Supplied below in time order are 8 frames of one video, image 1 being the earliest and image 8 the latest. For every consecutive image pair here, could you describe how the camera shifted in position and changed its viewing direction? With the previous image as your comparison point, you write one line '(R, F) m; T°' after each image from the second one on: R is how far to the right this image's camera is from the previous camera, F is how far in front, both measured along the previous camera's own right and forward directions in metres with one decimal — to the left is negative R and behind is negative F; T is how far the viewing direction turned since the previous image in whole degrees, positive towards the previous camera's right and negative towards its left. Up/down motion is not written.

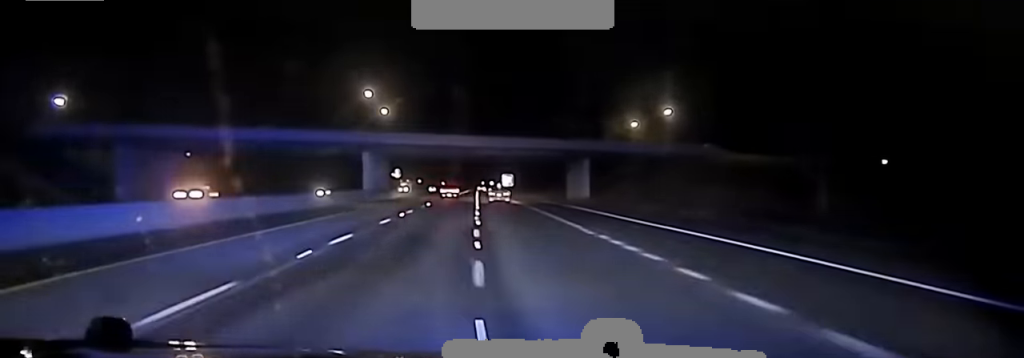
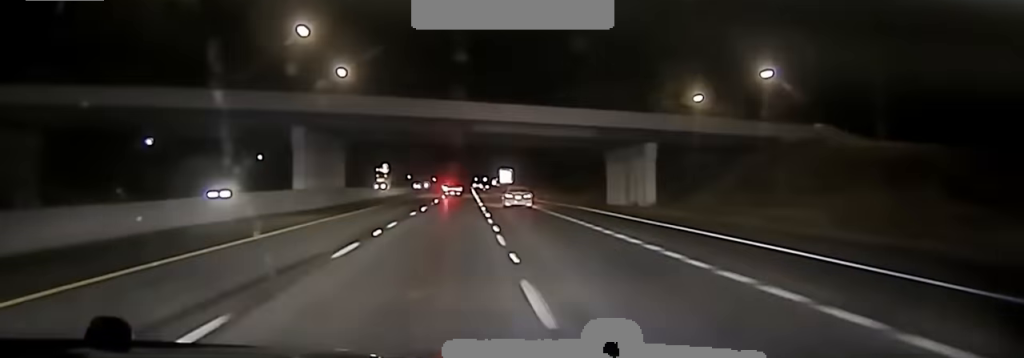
(0.0, +33.7) m; 0°
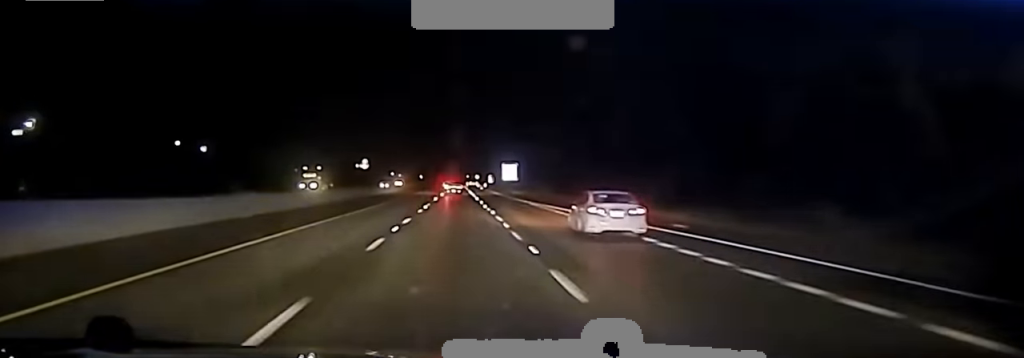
(0.0, +70.3) m; +1°
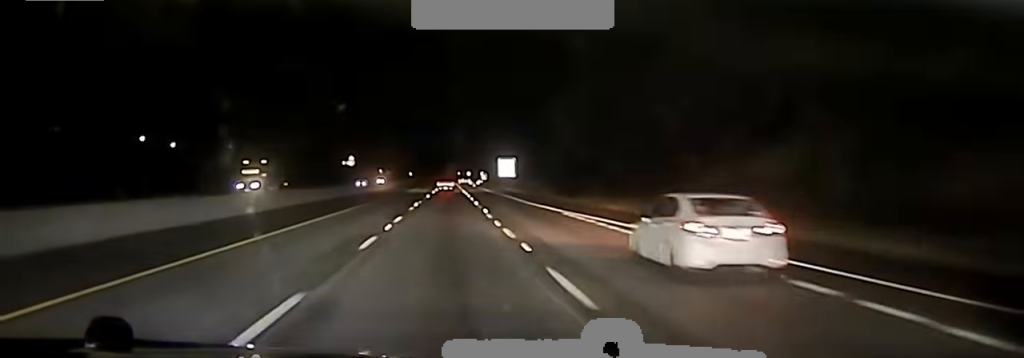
(+0.1, +24.3) m; +1°
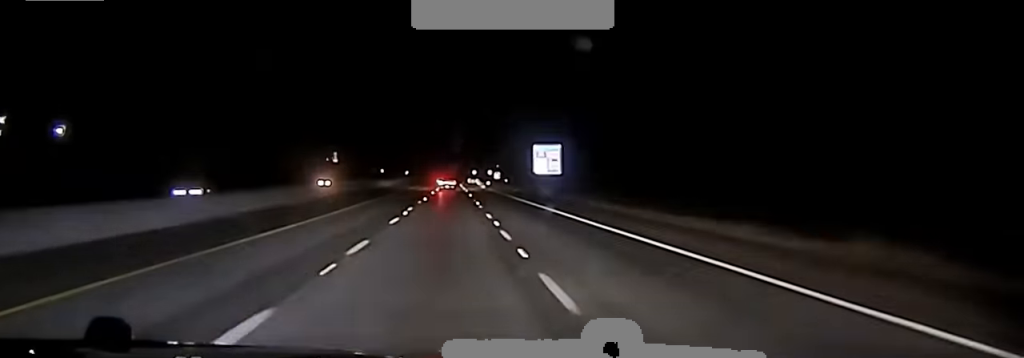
(+1.1, +86.5) m; +1°
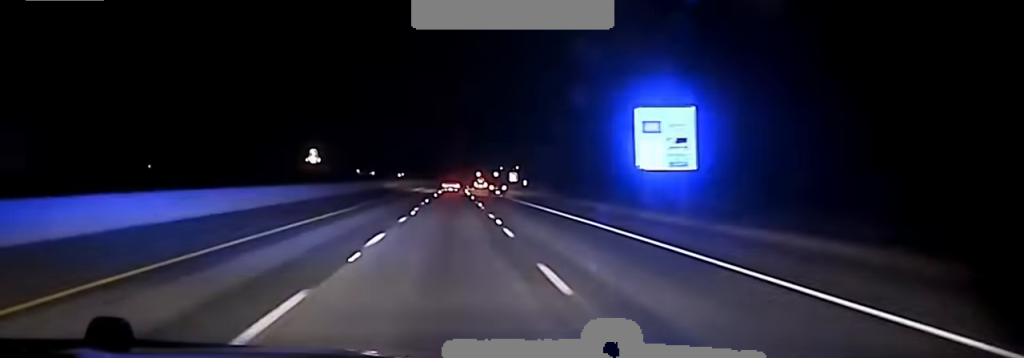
(+0.1, +69.1) m; 0°
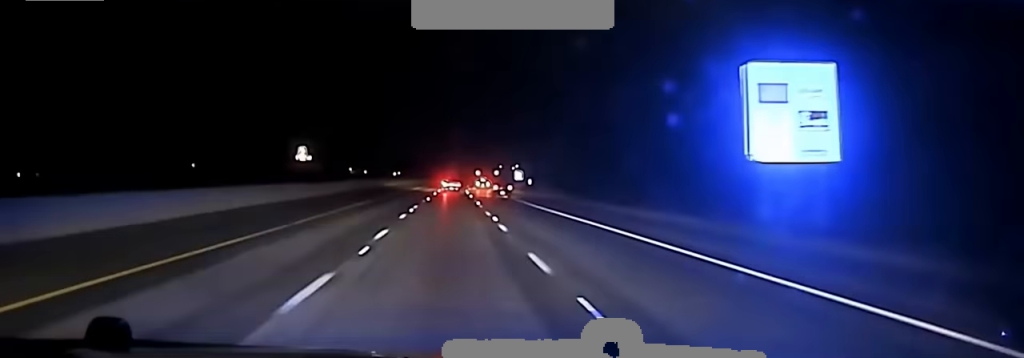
(+0.3, +23.2) m; 0°
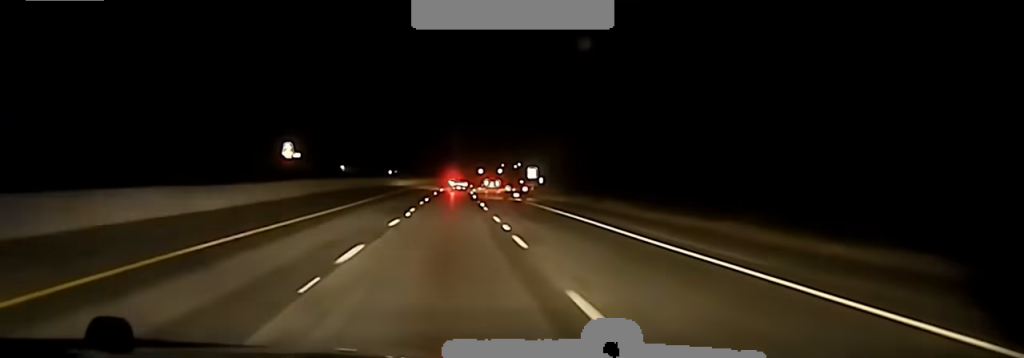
(-0.2, +29.8) m; 0°
